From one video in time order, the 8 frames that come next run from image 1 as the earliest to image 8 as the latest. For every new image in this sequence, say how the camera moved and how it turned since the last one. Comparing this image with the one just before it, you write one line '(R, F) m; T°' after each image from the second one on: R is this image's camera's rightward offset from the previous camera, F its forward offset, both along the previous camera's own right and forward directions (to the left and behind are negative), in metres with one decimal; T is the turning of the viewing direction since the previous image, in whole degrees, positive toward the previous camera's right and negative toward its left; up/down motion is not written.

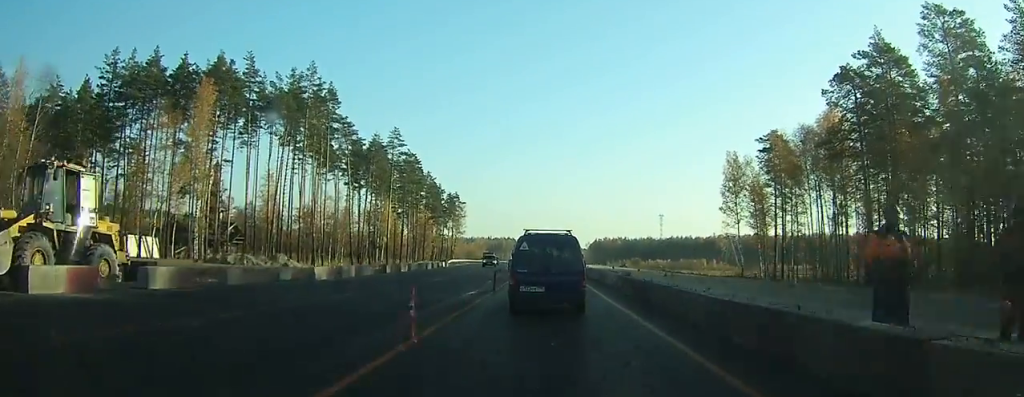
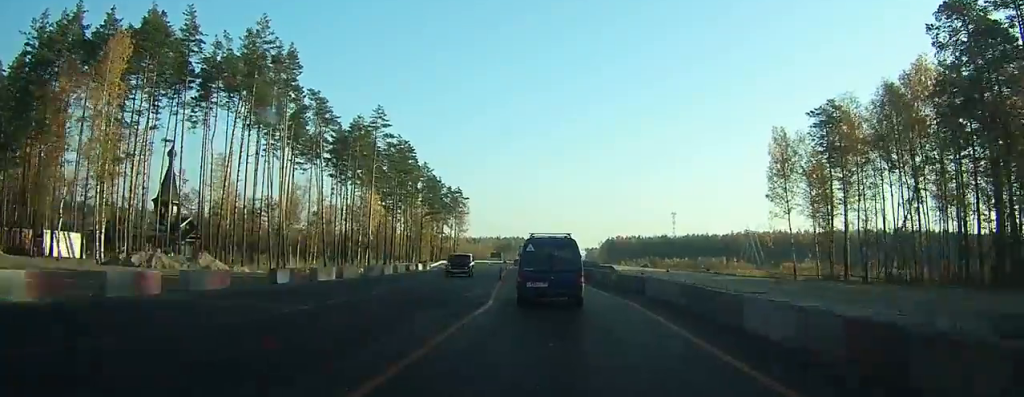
(-0.2, +21.3) m; -2°
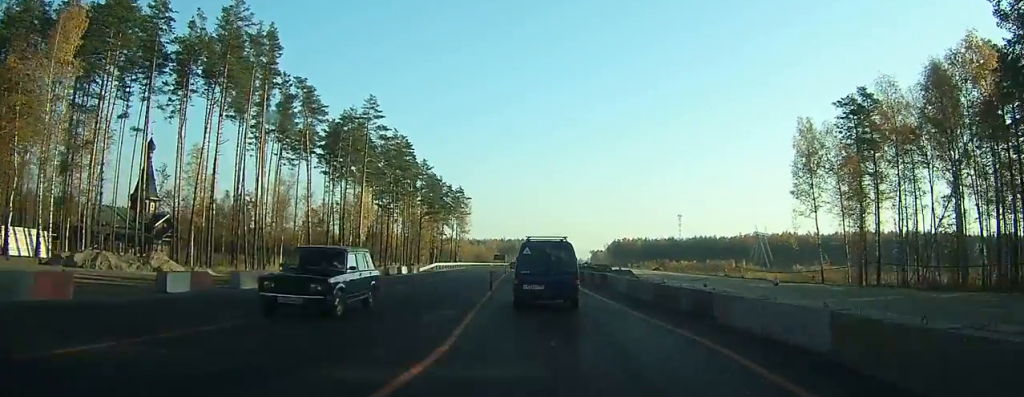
(-0.1, +8.1) m; -2°
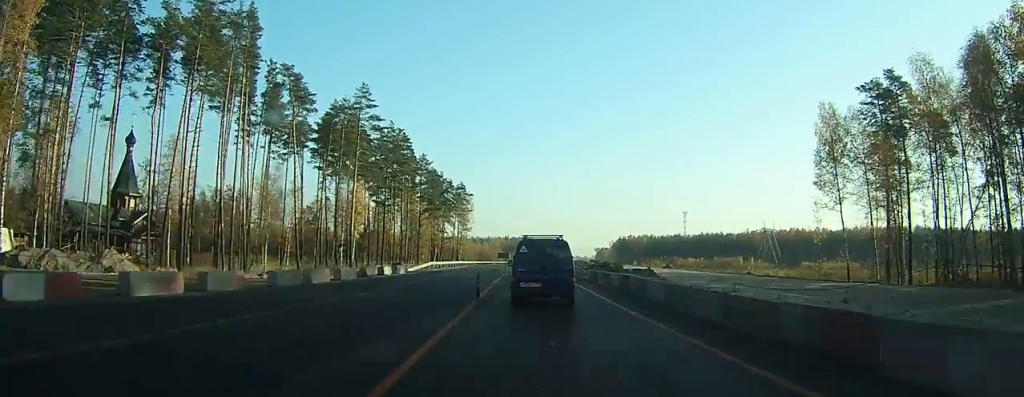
(-0.1, +6.2) m; -1°
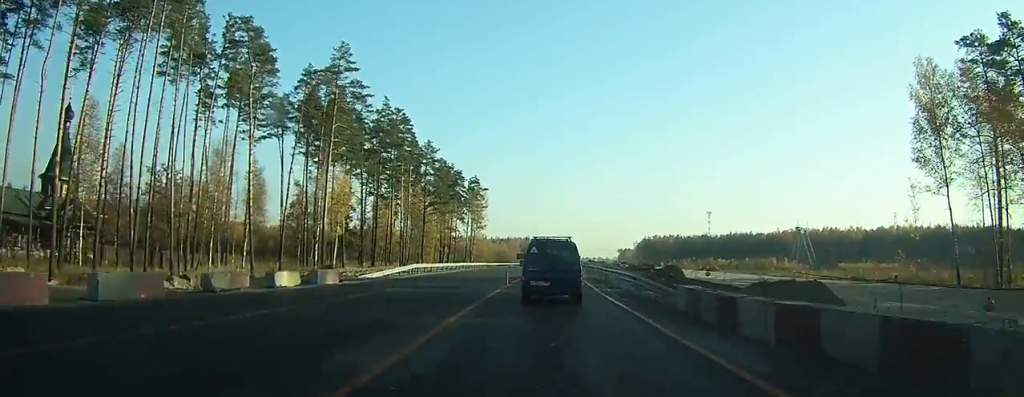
(-0.4, +17.3) m; -2°
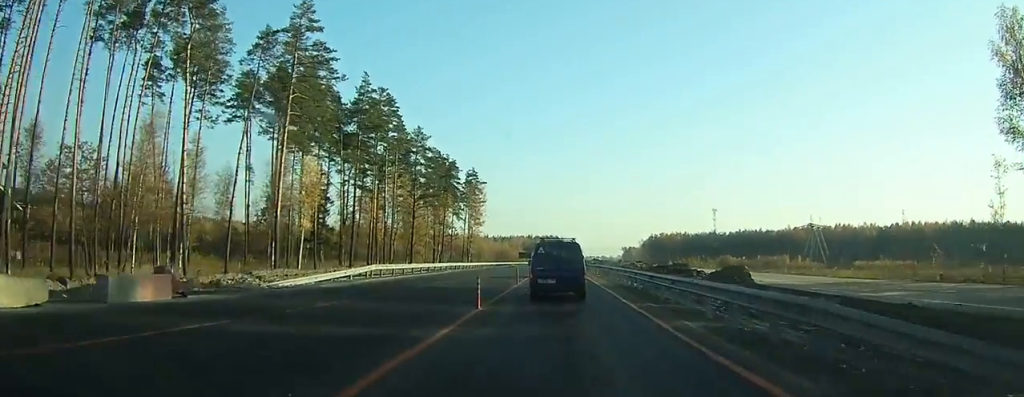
(0.0, +11.8) m; 0°
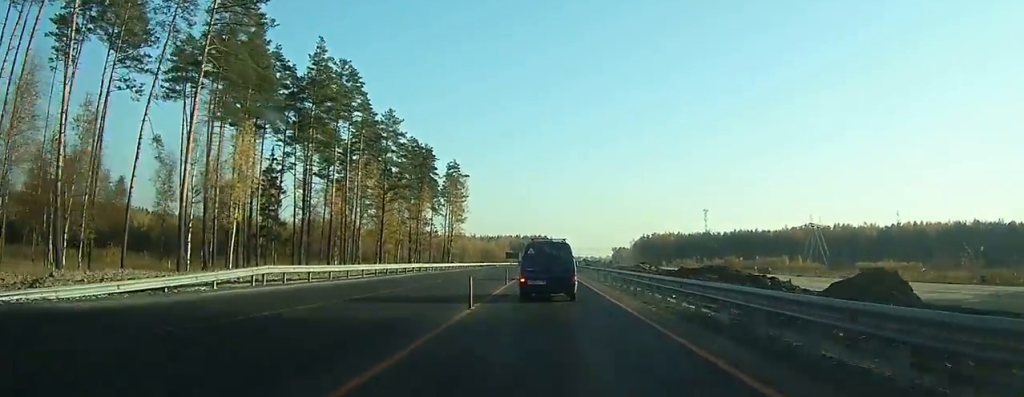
(0.0, +12.0) m; 0°
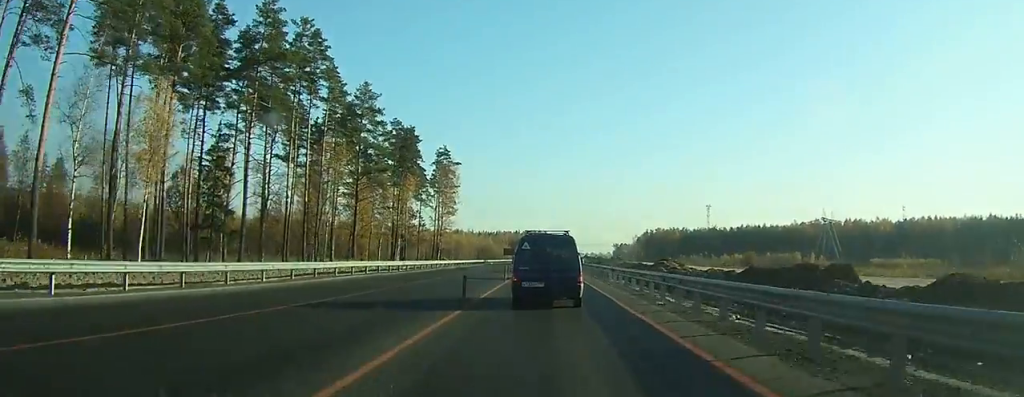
(0.0, +13.0) m; 0°
